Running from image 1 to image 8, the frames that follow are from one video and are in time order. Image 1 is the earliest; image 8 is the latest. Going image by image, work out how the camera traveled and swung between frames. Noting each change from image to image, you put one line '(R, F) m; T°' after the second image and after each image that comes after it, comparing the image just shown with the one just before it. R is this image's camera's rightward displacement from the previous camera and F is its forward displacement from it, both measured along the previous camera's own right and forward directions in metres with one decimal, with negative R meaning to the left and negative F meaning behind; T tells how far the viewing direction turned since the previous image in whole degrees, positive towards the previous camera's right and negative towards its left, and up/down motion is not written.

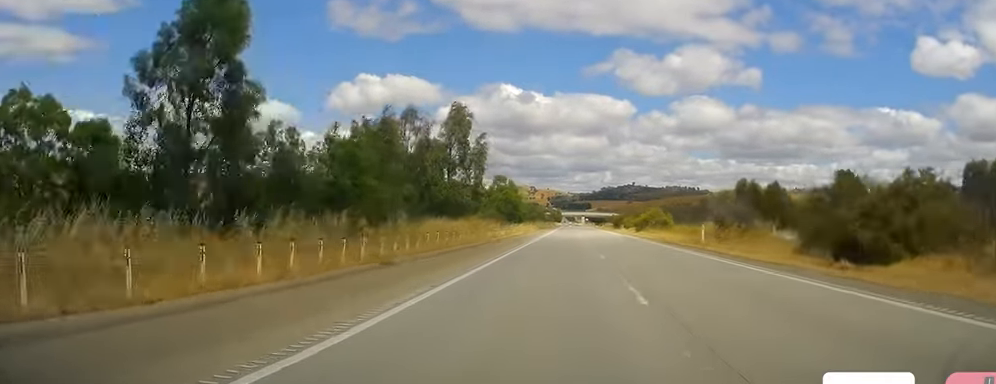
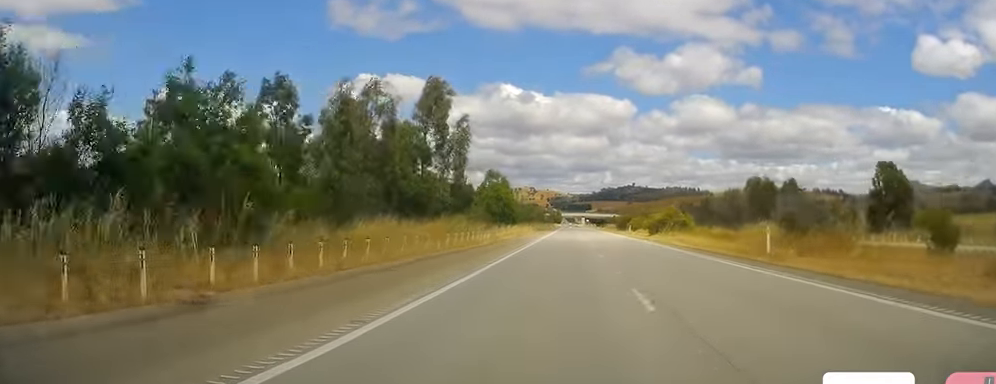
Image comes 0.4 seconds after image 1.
(-0.2, +12.5) m; 0°
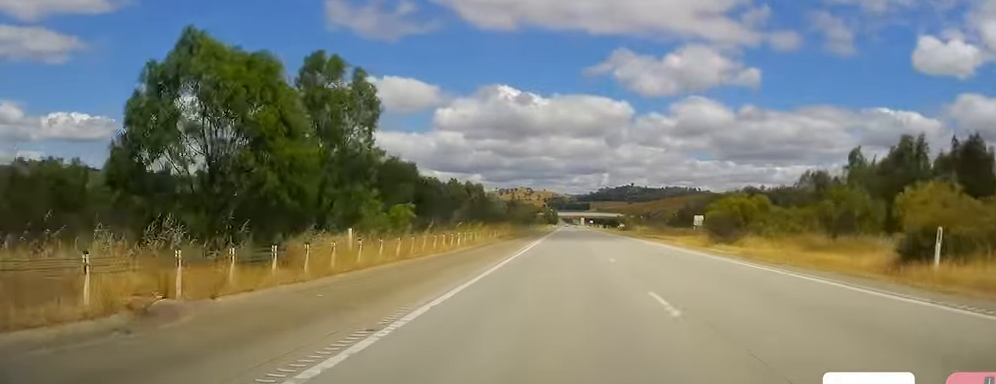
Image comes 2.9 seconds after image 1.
(+0.3, +71.9) m; +1°
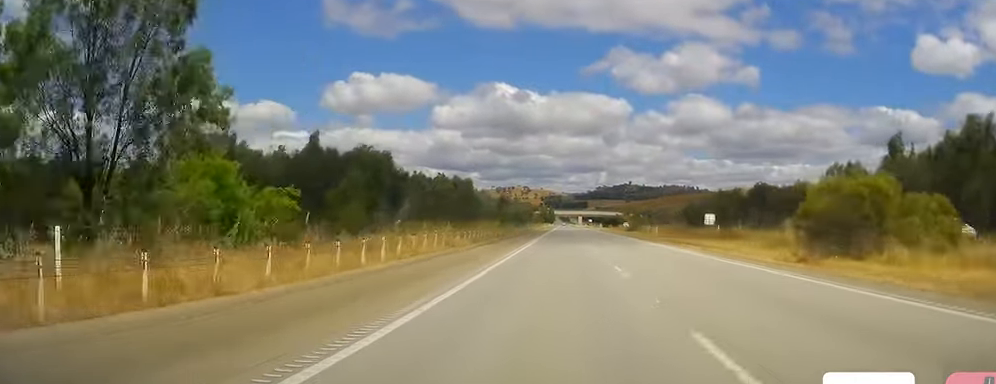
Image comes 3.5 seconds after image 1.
(+0.2, +16.3) m; +1°
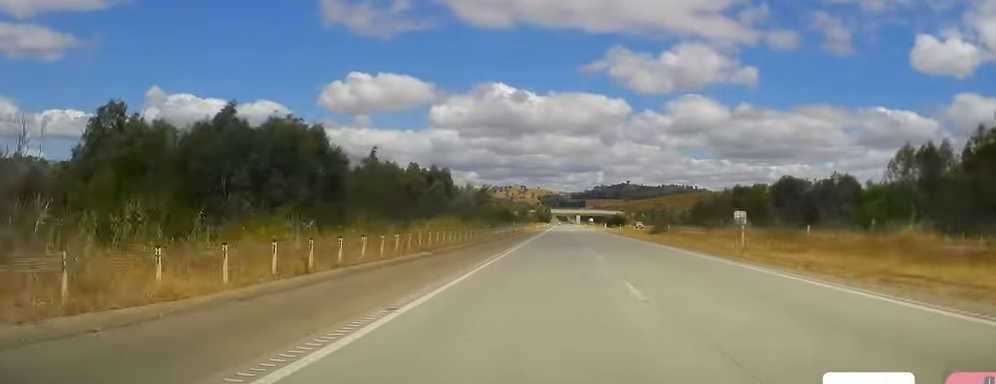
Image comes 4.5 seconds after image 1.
(-0.1, +28.8) m; 0°
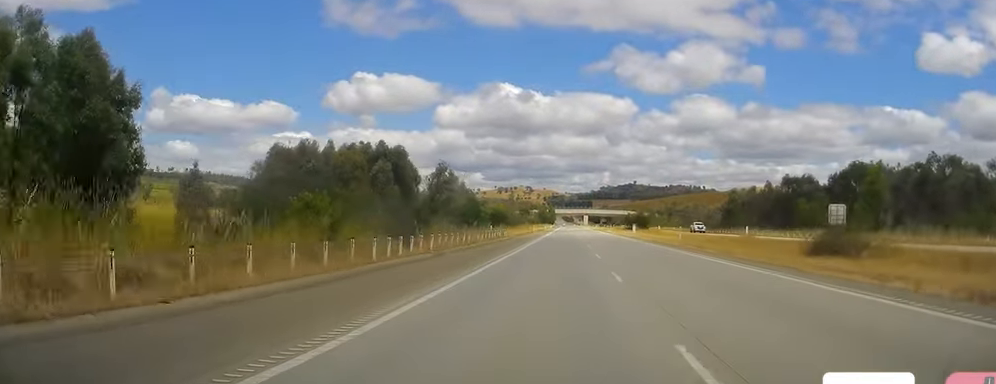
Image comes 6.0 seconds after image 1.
(-0.5, +43.2) m; -1°
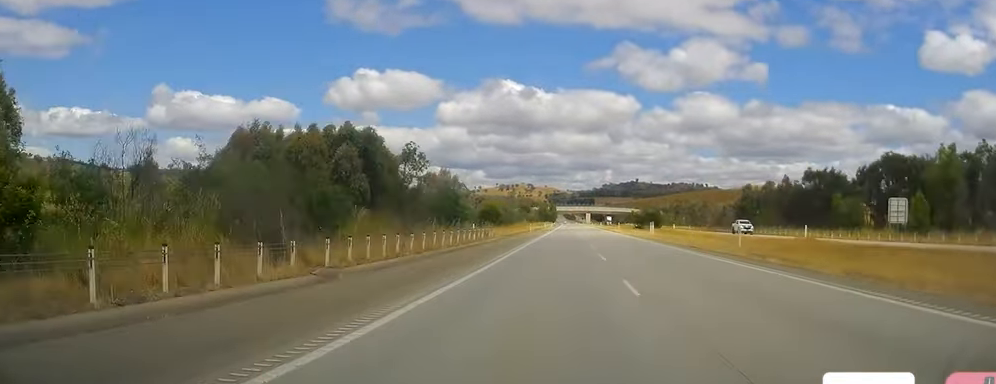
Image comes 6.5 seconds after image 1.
(-0.2, +15.3) m; 0°
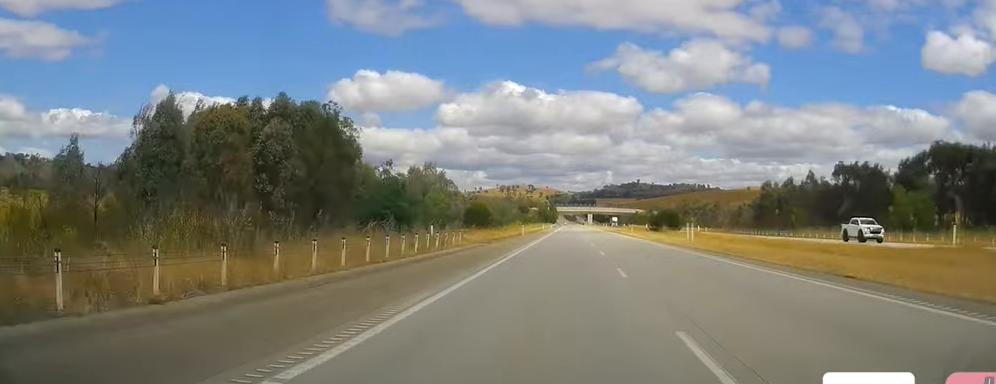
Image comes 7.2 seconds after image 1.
(+0.3, +19.1) m; +1°
